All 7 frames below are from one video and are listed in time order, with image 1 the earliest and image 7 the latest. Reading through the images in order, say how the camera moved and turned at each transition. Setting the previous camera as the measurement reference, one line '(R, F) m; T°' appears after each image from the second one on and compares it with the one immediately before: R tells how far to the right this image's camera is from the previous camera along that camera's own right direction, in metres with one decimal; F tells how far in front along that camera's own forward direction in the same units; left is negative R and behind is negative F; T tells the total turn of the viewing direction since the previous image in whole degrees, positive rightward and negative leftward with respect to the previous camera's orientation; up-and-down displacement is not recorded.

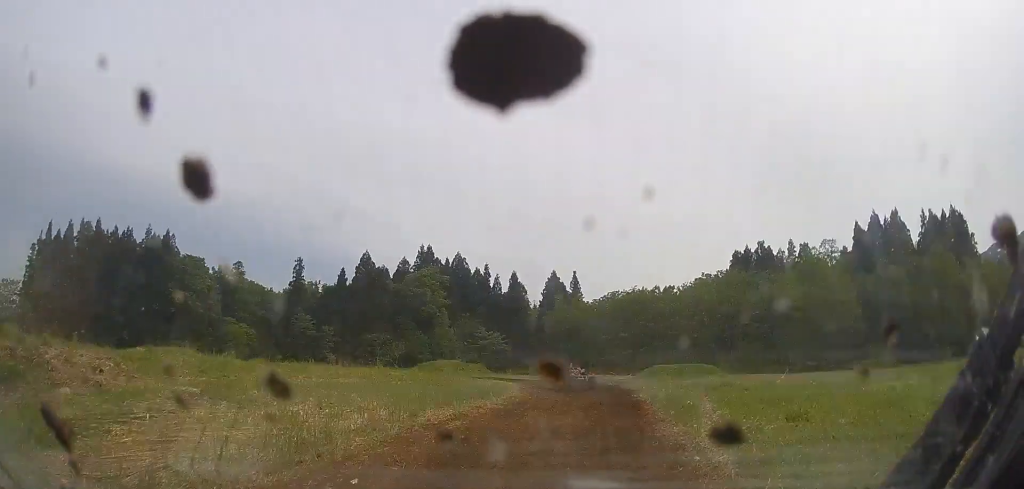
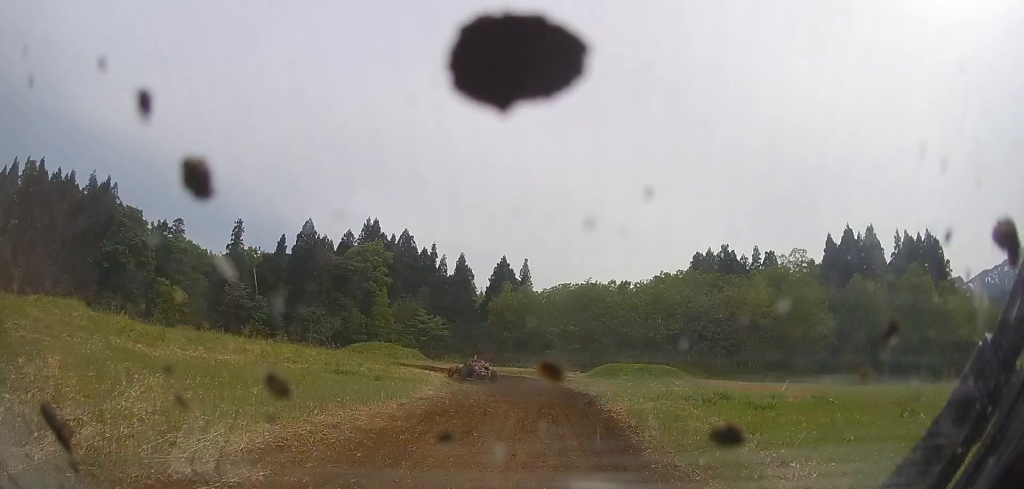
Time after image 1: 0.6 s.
(+0.3, +5.8) m; -1°
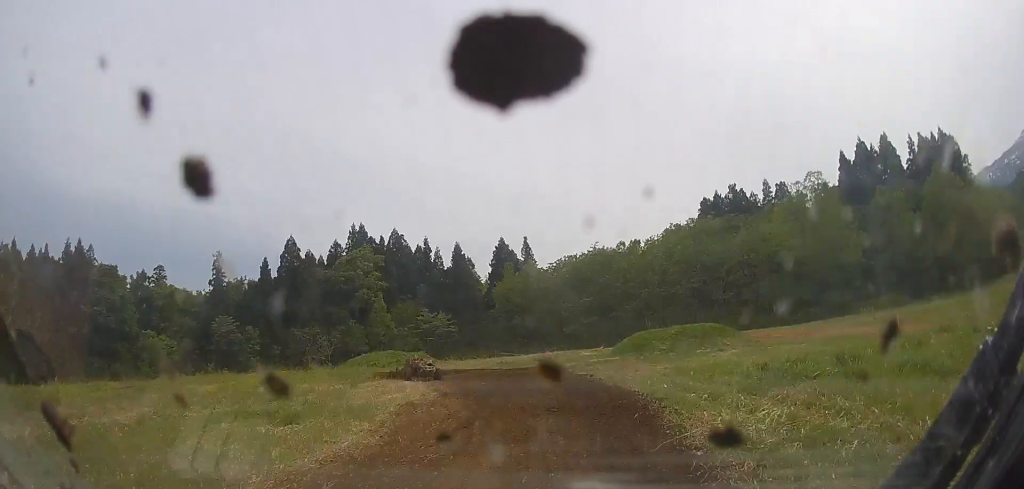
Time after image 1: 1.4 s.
(0.0, +7.2) m; -2°
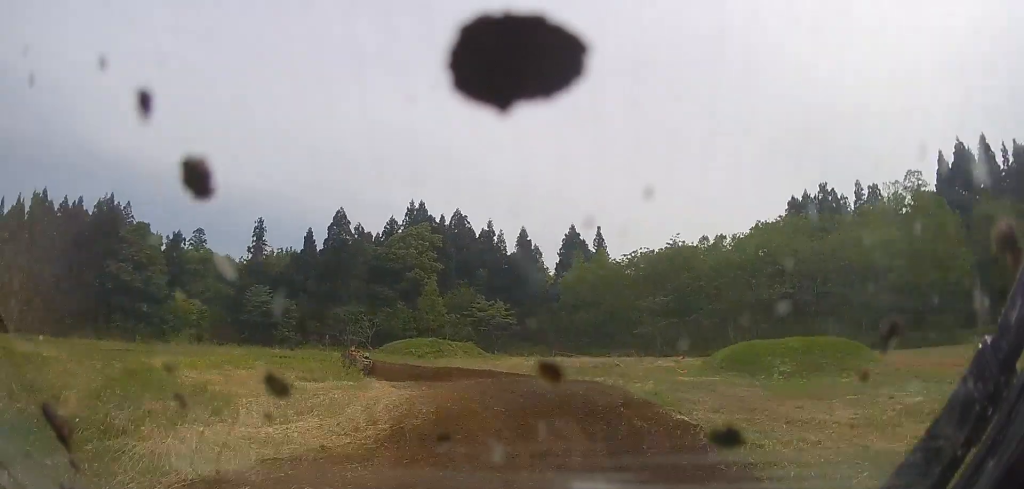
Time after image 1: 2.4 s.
(-0.4, +8.8) m; -10°
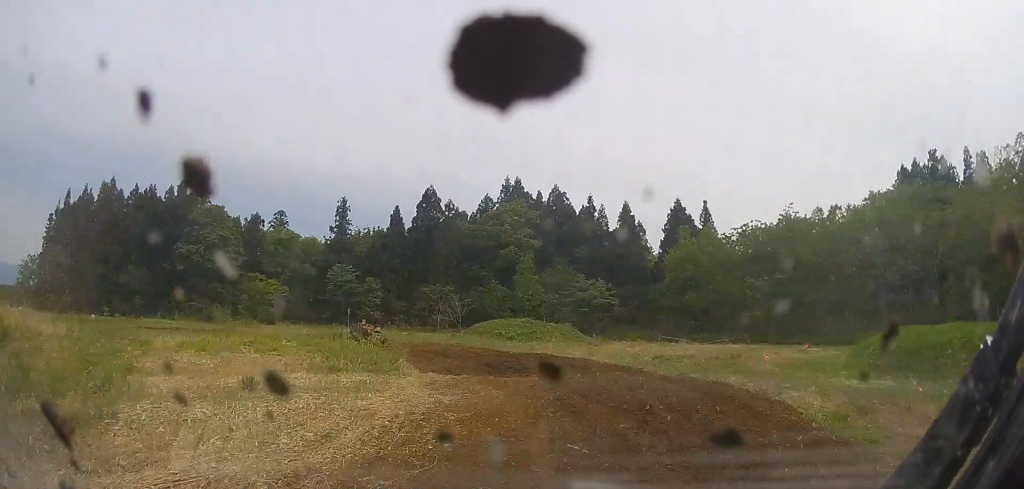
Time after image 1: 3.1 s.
(+0.6, +5.6) m; -13°
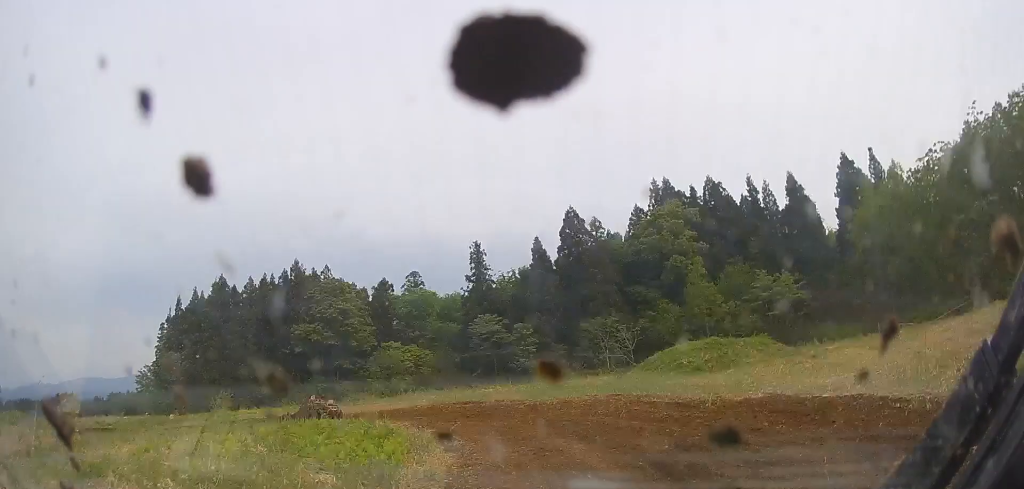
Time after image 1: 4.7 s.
(-4.7, +11.5) m; -23°
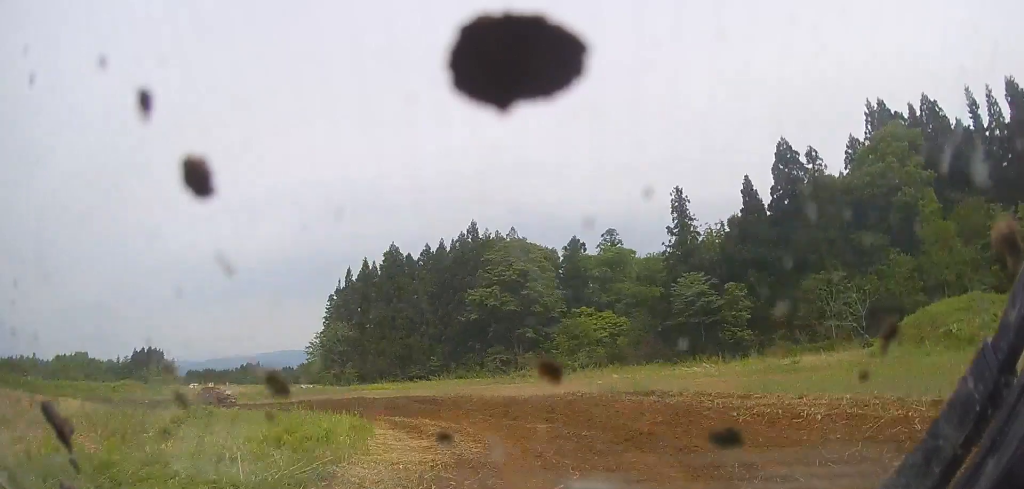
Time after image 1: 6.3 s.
(-0.1, +11.6) m; -8°
